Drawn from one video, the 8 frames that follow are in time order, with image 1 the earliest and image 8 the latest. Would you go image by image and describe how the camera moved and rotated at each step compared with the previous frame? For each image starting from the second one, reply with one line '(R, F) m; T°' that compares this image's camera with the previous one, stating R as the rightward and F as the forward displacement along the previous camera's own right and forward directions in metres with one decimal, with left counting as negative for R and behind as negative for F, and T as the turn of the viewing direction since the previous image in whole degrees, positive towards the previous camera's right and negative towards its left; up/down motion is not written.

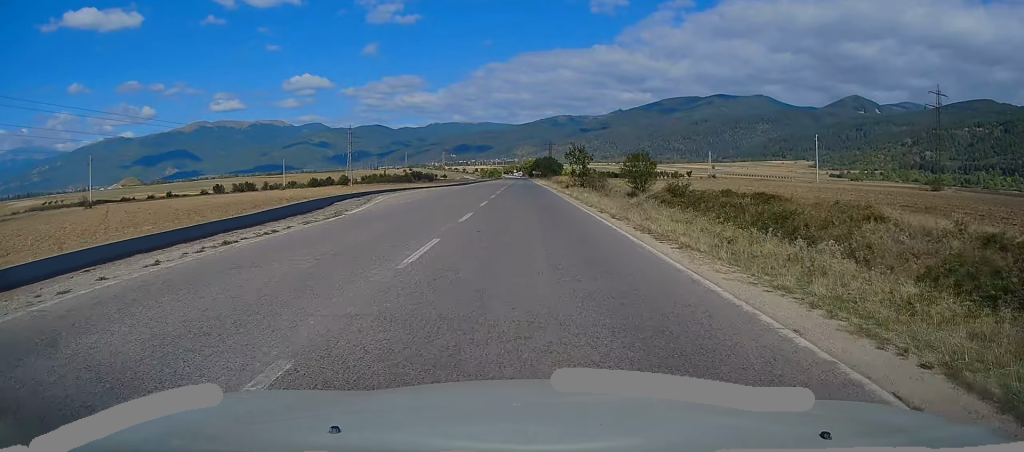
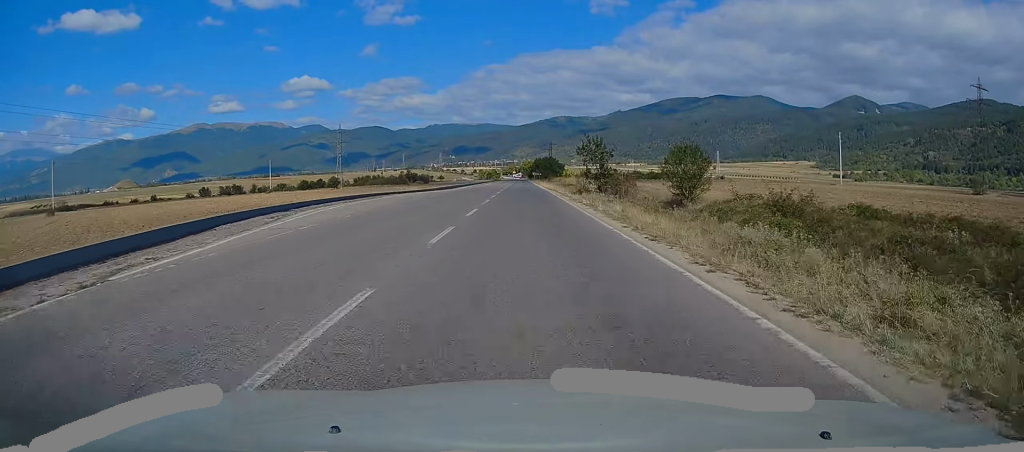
(0.0, +12.7) m; 0°
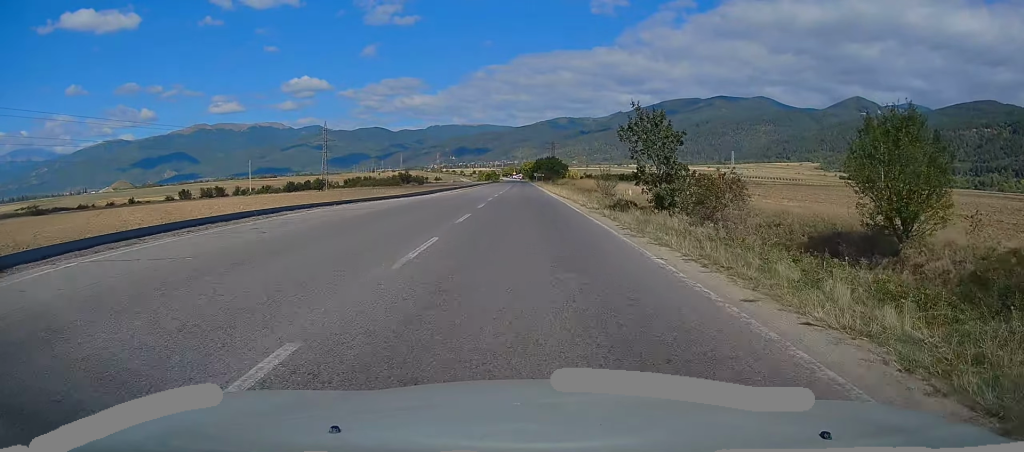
(0.0, +17.8) m; 0°
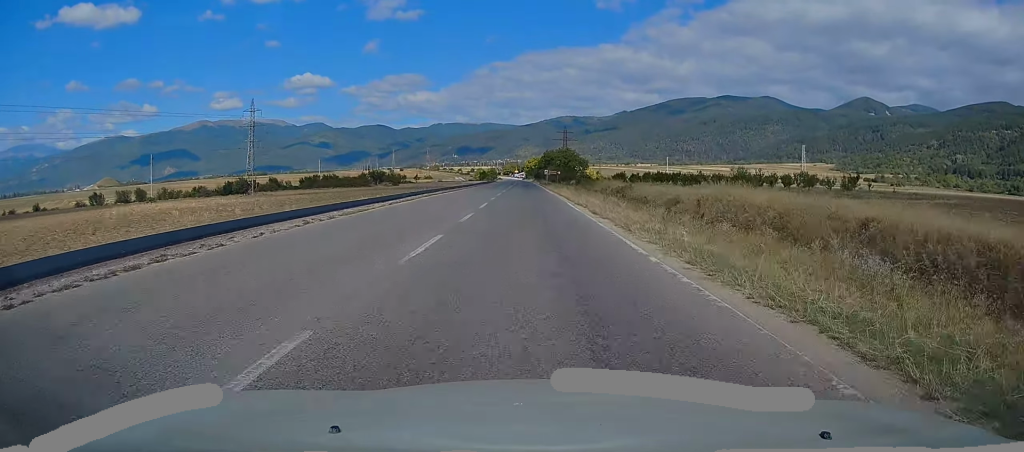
(-0.2, +61.2) m; 0°
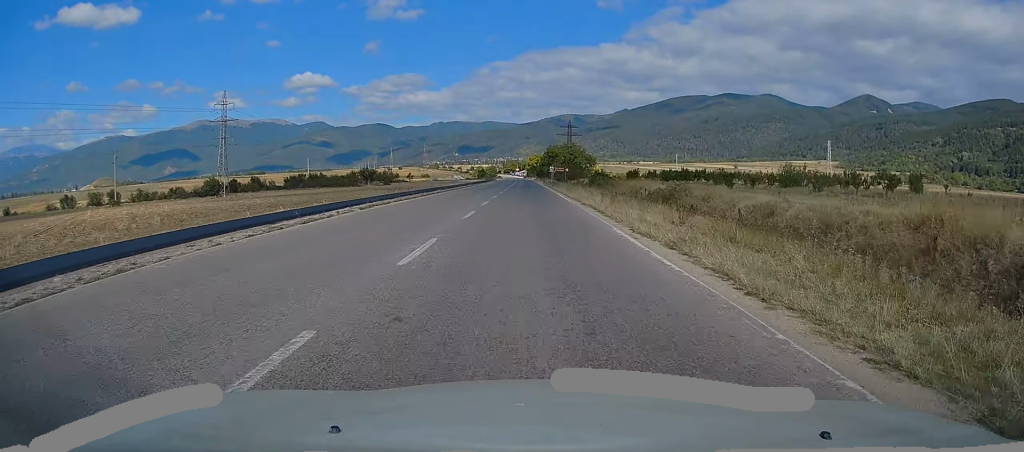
(0.0, +15.6) m; 0°
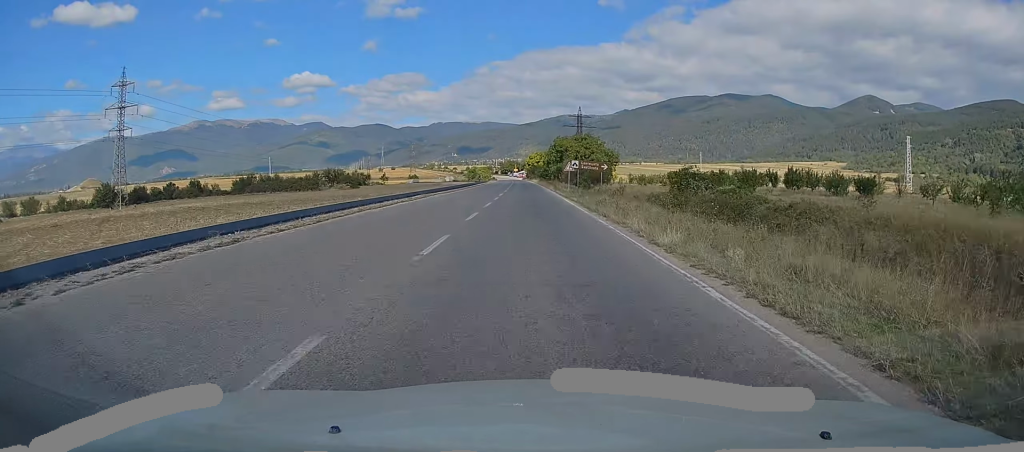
(-0.1, +38.4) m; 0°
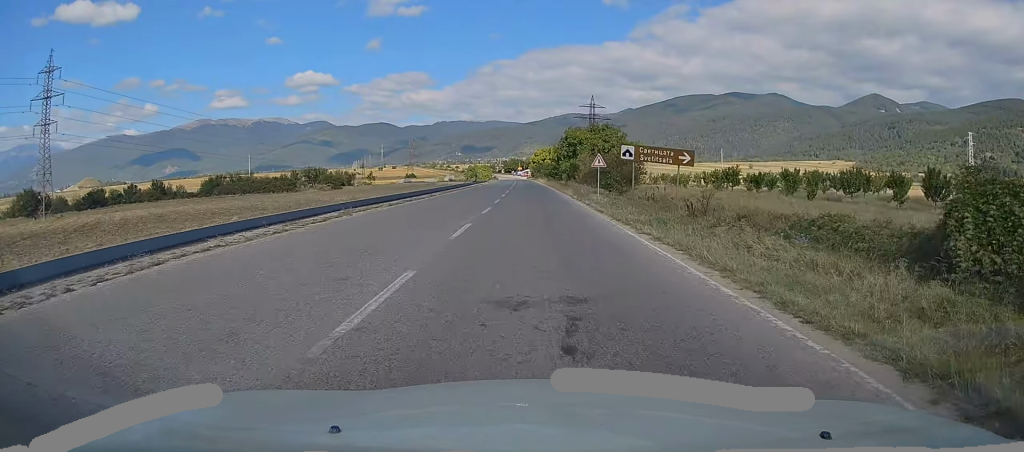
(0.0, +20.2) m; 0°
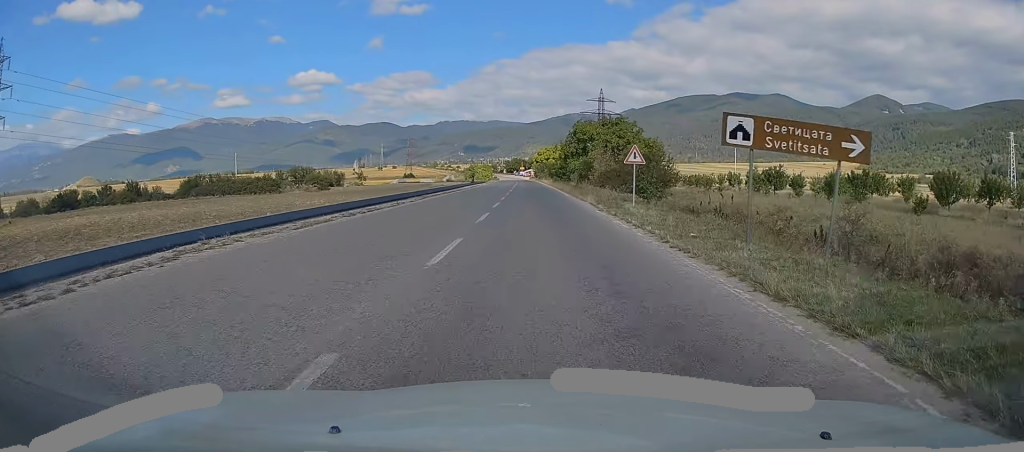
(0.0, +11.4) m; 0°
